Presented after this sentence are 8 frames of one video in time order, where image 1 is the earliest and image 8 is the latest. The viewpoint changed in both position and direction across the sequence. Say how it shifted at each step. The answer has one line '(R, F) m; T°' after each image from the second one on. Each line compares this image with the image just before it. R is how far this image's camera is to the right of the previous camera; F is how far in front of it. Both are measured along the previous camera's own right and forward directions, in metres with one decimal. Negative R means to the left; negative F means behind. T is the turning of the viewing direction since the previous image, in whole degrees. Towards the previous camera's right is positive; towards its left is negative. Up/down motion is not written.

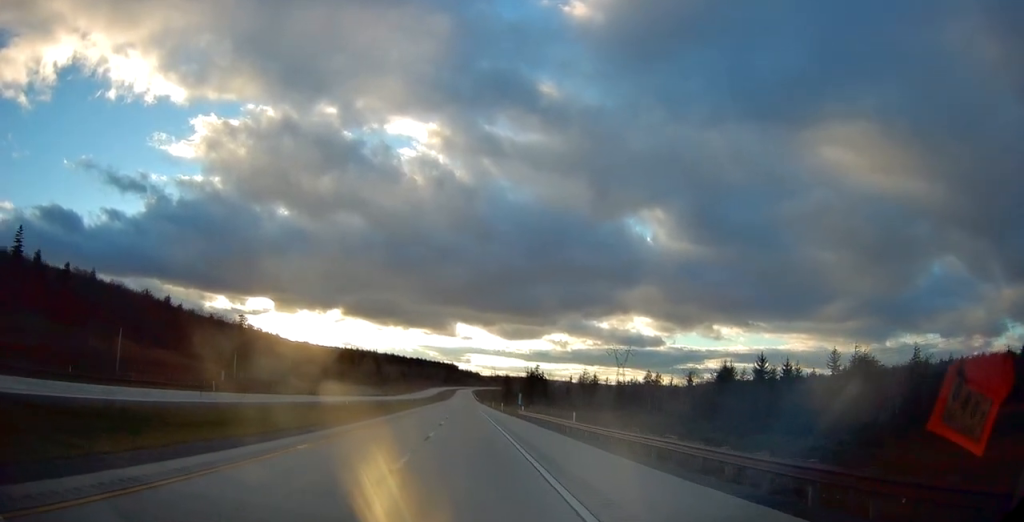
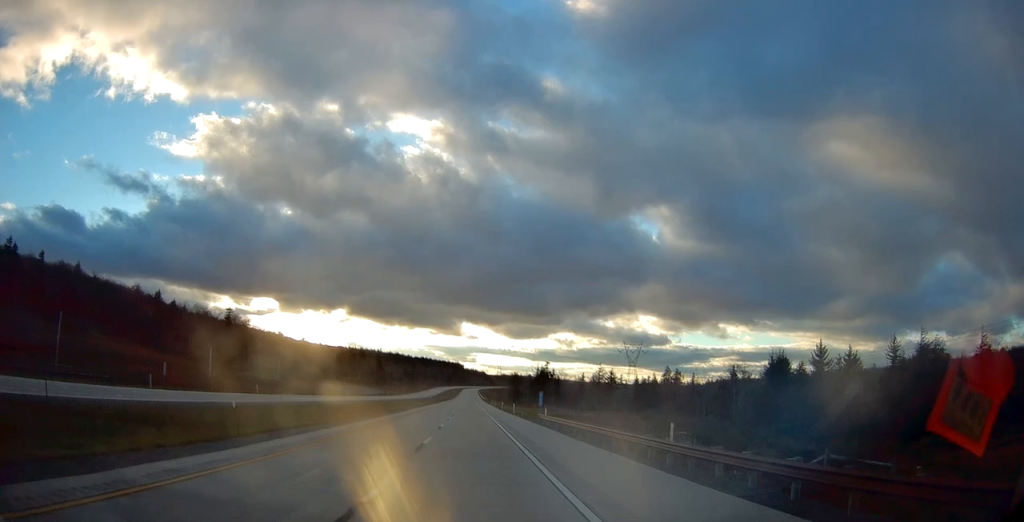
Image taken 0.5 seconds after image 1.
(-0.1, +16.3) m; 0°
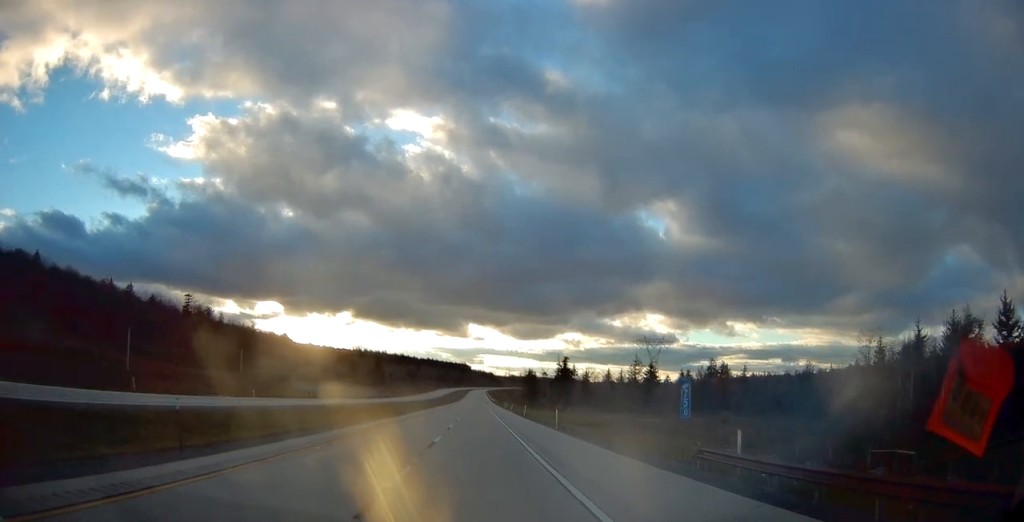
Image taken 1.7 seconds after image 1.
(-0.1, +34.7) m; 0°
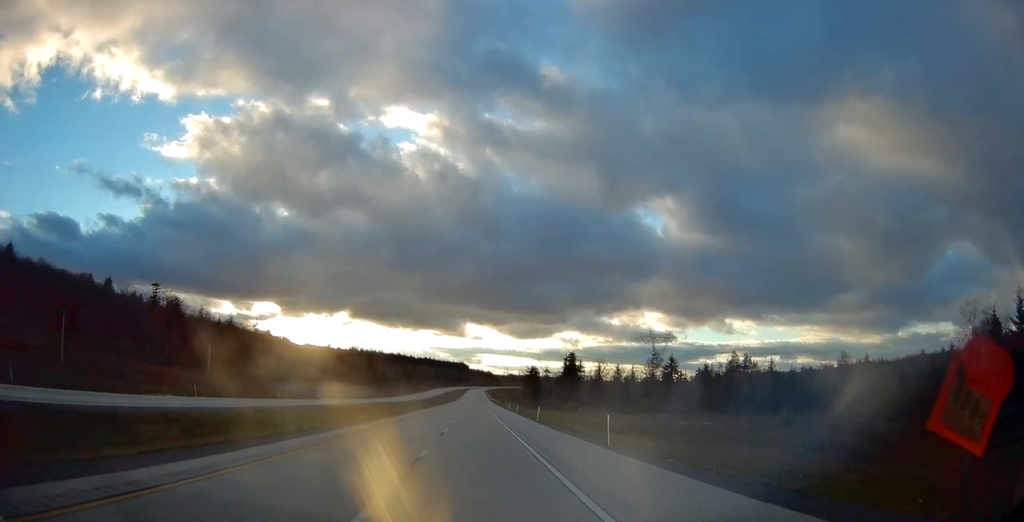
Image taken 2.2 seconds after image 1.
(0.0, +17.3) m; 0°
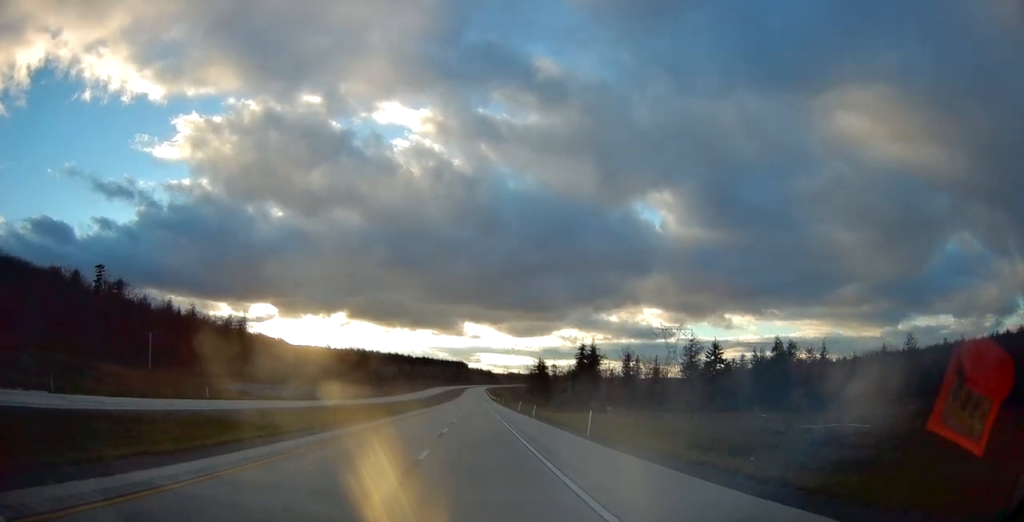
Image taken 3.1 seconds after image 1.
(-0.1, +25.5) m; 0°
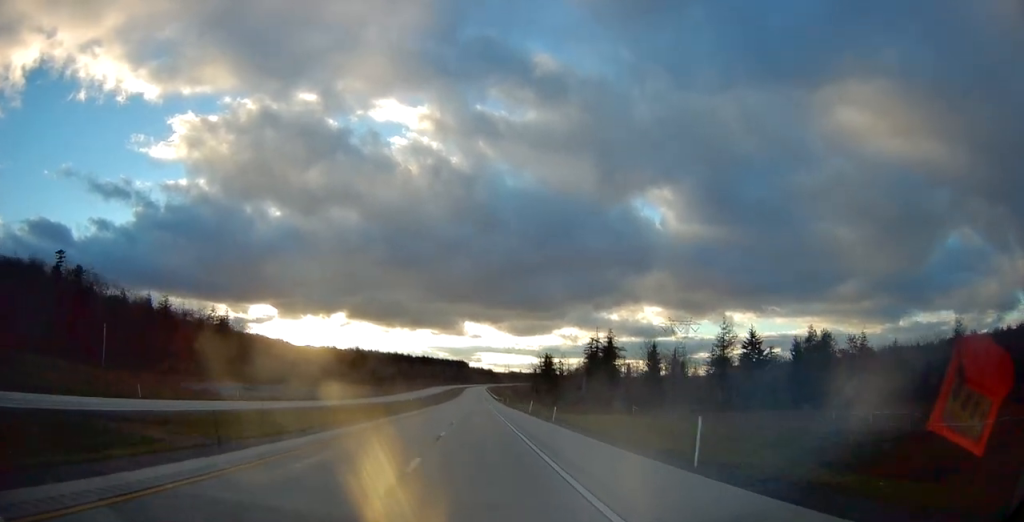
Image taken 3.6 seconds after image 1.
(0.0, +15.3) m; 0°
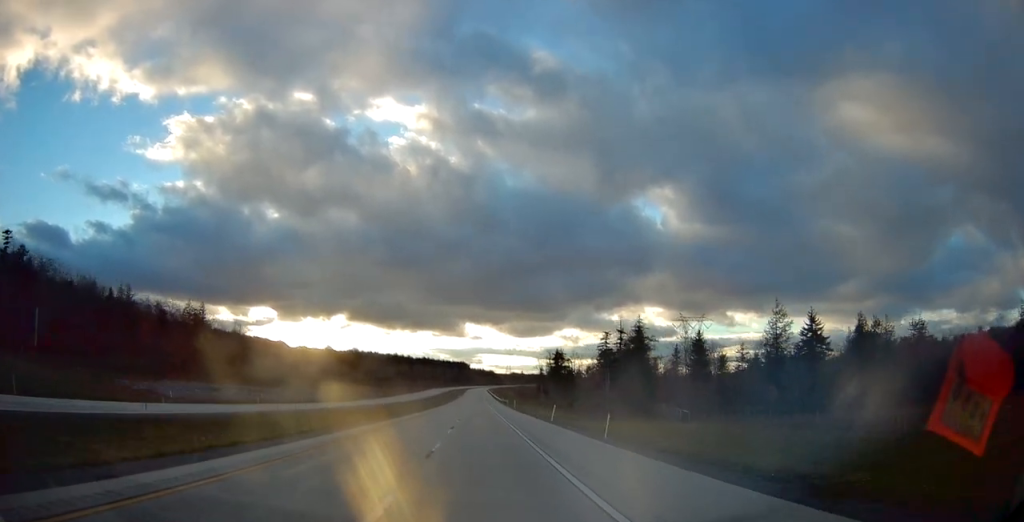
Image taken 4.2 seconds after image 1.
(0.0, +18.3) m; 0°
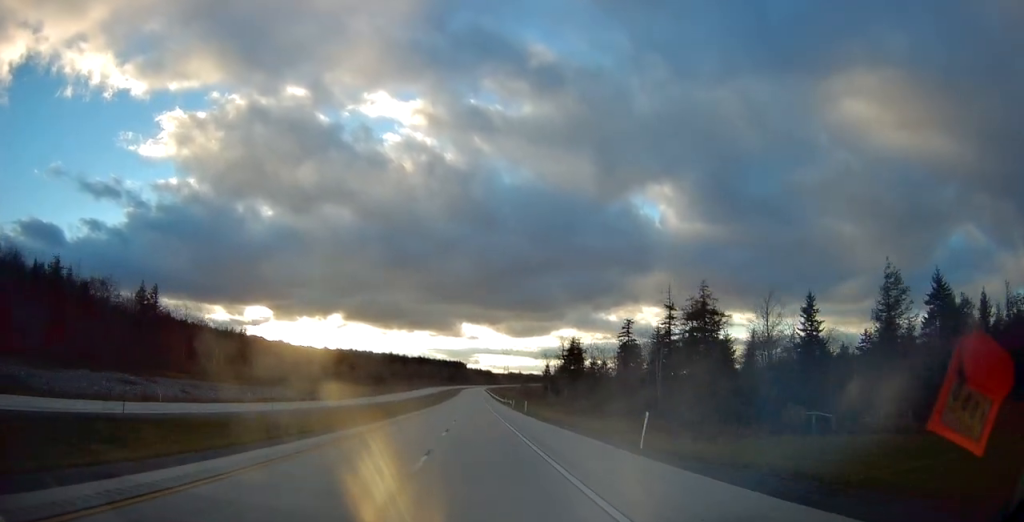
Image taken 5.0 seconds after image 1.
(0.0, +26.4) m; 0°
